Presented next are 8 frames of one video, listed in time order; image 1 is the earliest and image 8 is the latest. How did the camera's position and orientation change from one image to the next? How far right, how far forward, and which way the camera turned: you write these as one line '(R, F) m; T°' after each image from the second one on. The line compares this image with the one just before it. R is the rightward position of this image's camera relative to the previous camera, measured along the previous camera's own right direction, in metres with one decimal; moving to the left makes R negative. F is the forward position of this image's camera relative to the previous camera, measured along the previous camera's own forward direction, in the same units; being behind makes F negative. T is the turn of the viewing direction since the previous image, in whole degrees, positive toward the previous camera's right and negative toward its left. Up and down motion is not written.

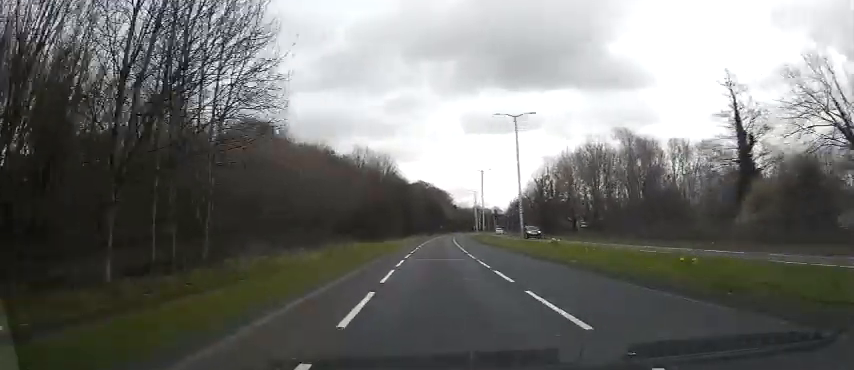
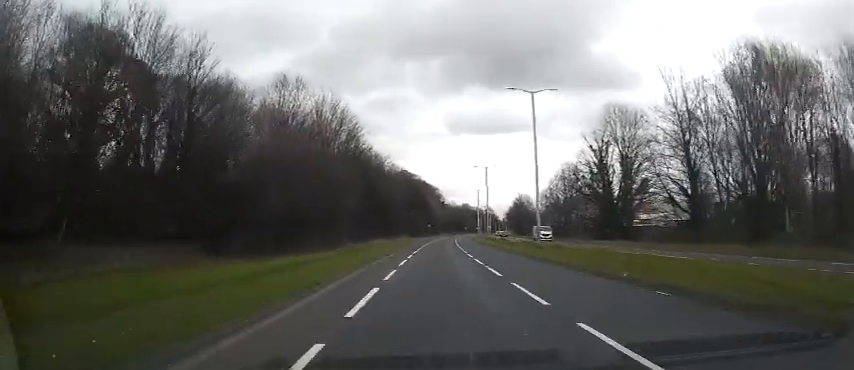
(+0.6, +46.4) m; +1°
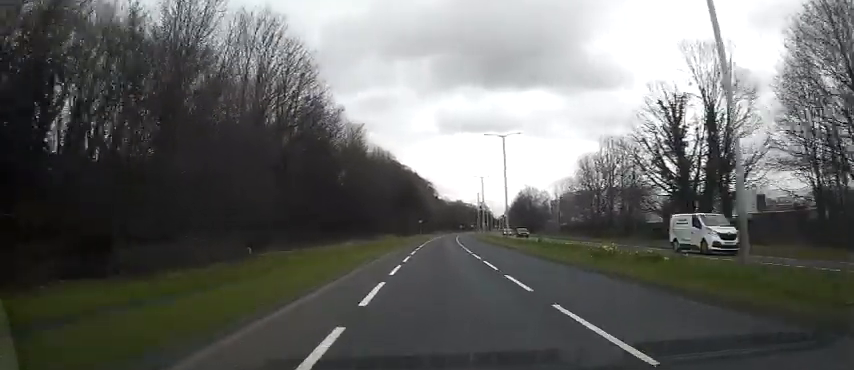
(0.0, +22.3) m; +1°
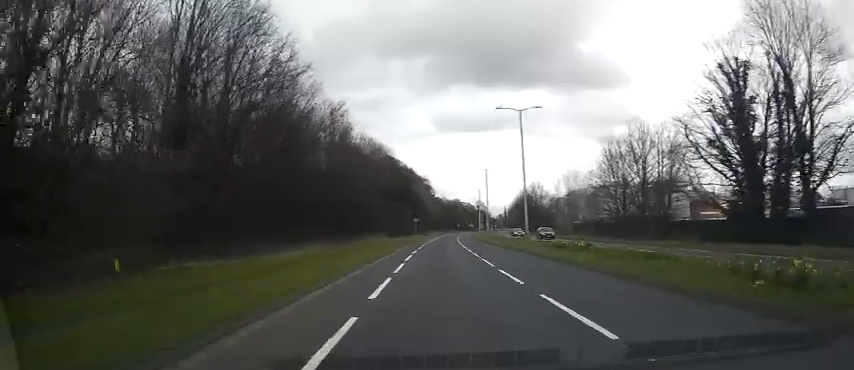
(-0.1, +11.1) m; +1°
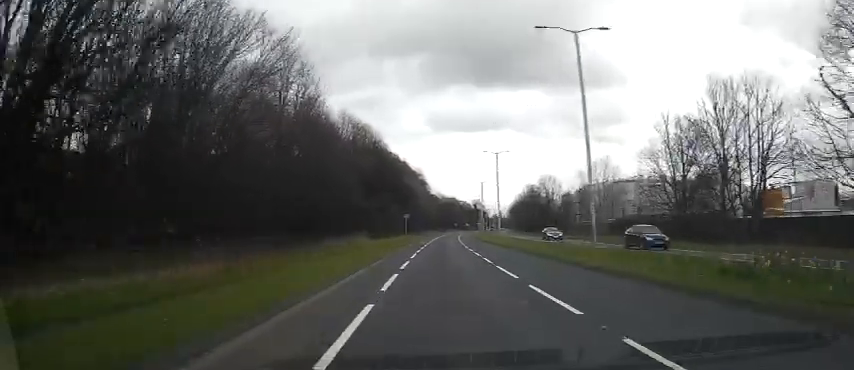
(+0.6, +16.2) m; +1°
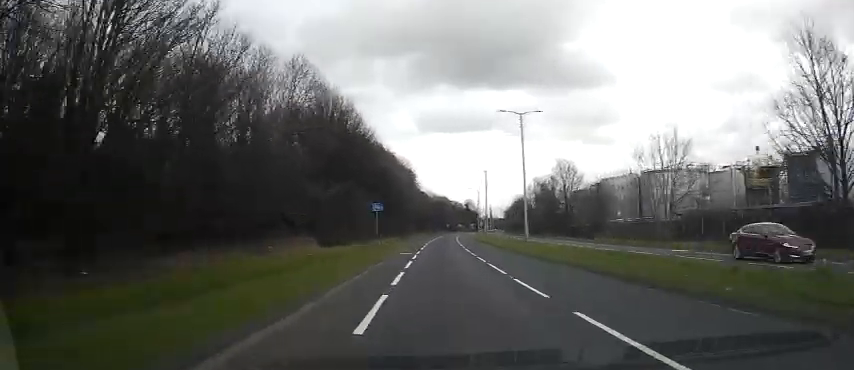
(-0.3, +22.1) m; +1°
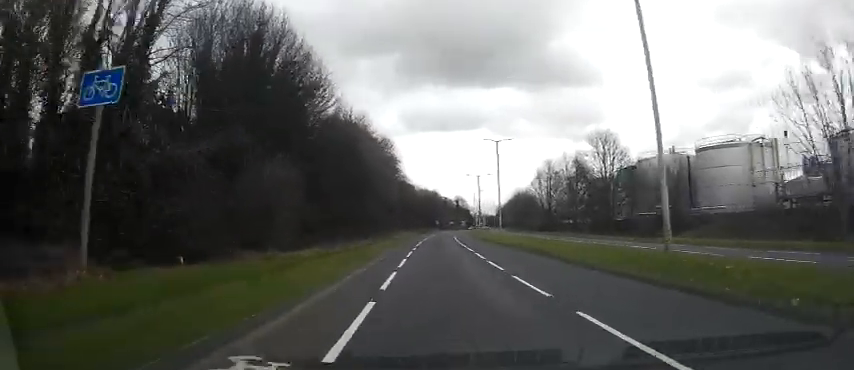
(+0.8, +24.1) m; +1°
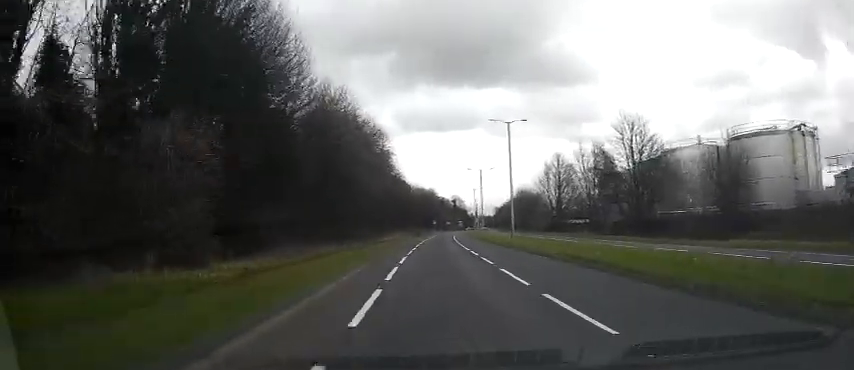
(-0.2, +9.8) m; 0°
